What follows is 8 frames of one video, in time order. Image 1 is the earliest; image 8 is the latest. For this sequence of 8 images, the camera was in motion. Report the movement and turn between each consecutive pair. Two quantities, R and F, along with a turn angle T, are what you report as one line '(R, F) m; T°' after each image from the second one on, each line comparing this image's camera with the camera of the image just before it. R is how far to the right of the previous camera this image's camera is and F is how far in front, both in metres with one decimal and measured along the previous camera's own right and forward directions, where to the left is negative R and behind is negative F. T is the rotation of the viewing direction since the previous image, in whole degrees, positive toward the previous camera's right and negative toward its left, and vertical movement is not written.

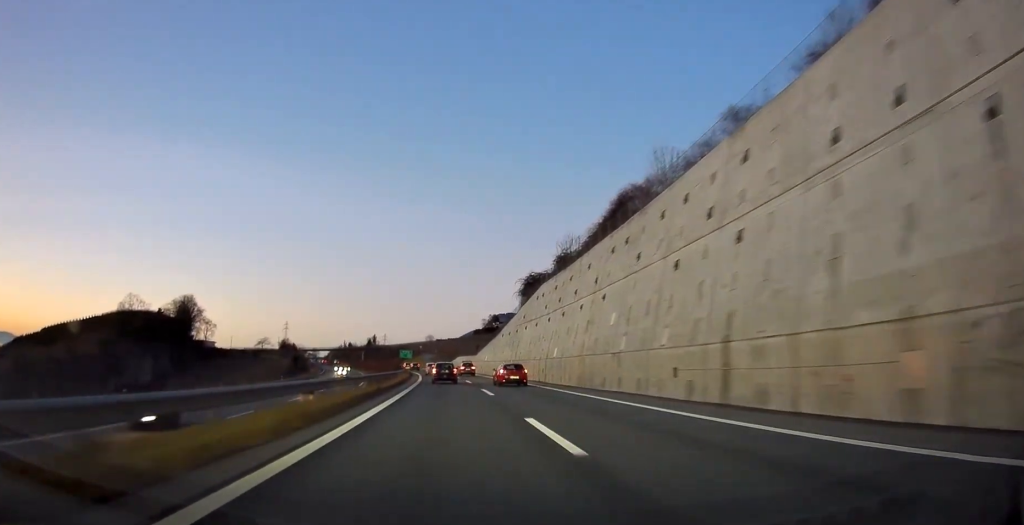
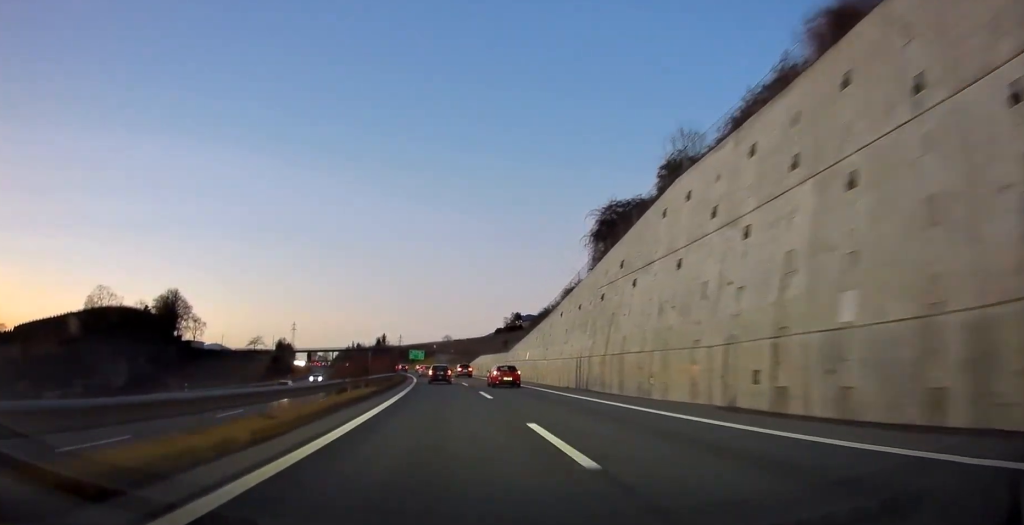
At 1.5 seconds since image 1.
(-0.6, +36.6) m; -2°
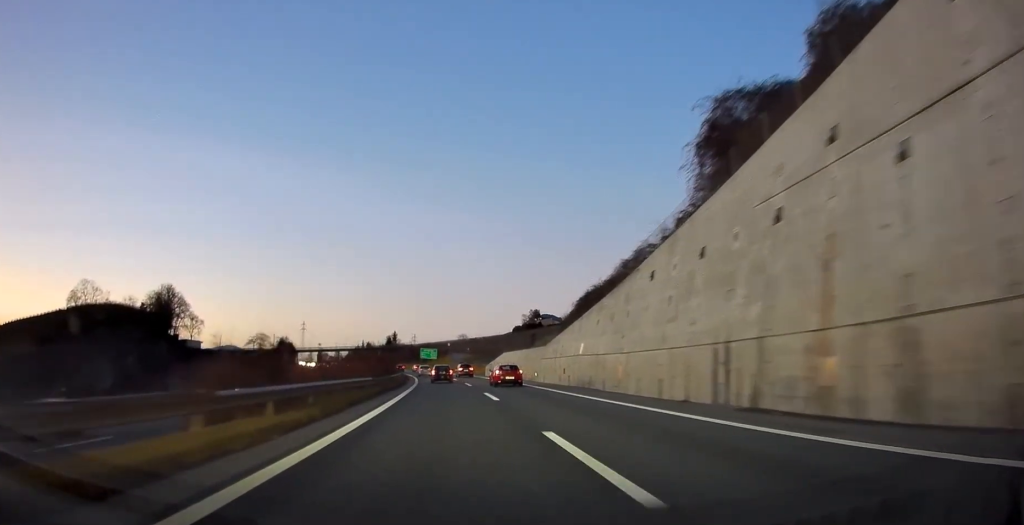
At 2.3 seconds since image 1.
(-0.1, +20.3) m; -1°
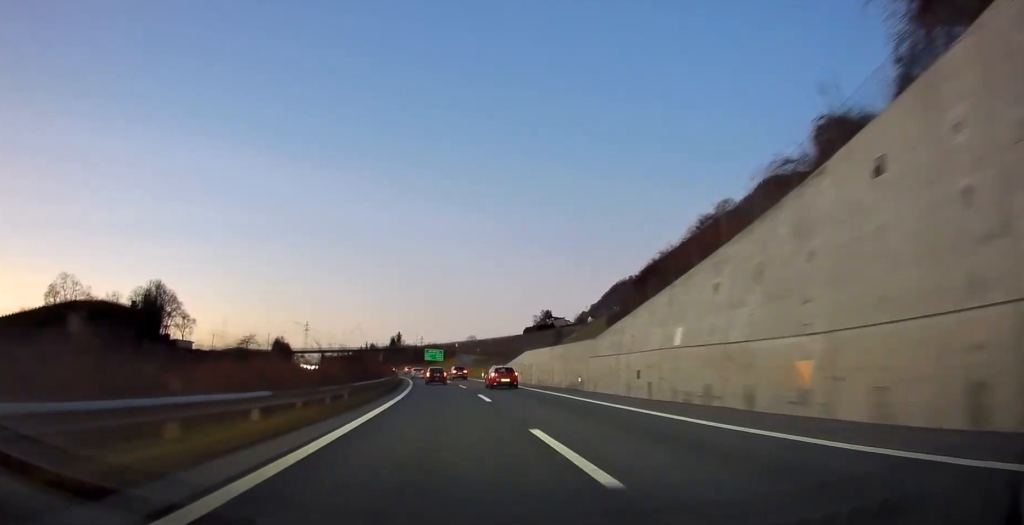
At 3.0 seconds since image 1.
(-0.2, +17.1) m; -1°
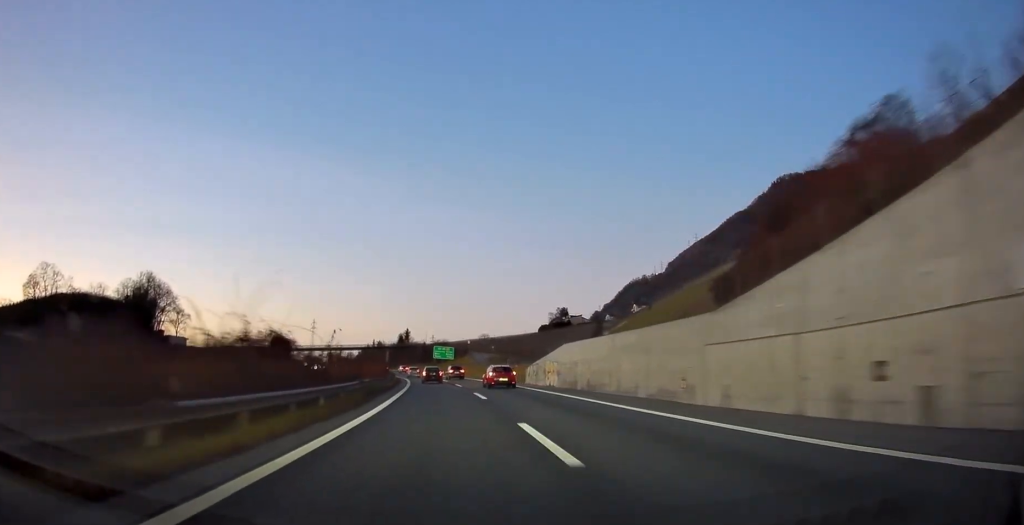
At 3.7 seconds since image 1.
(-0.2, +15.6) m; -1°
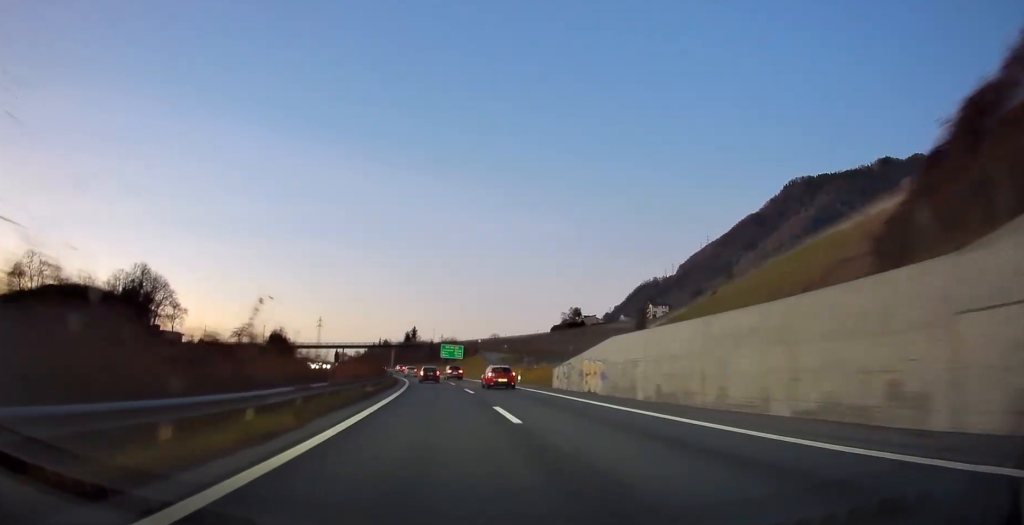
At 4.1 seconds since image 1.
(-0.1, +11.5) m; -1°
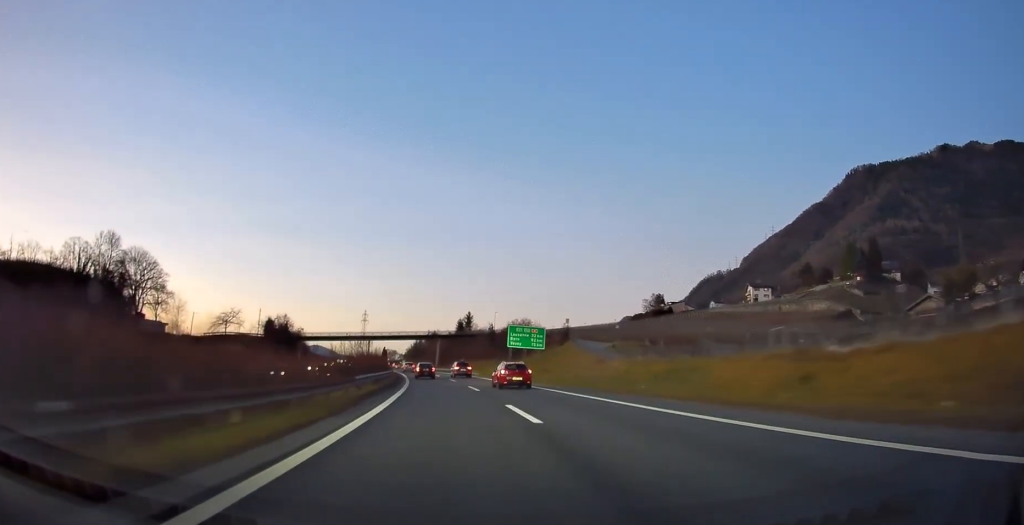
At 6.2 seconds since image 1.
(-1.6, +52.6) m; -4°
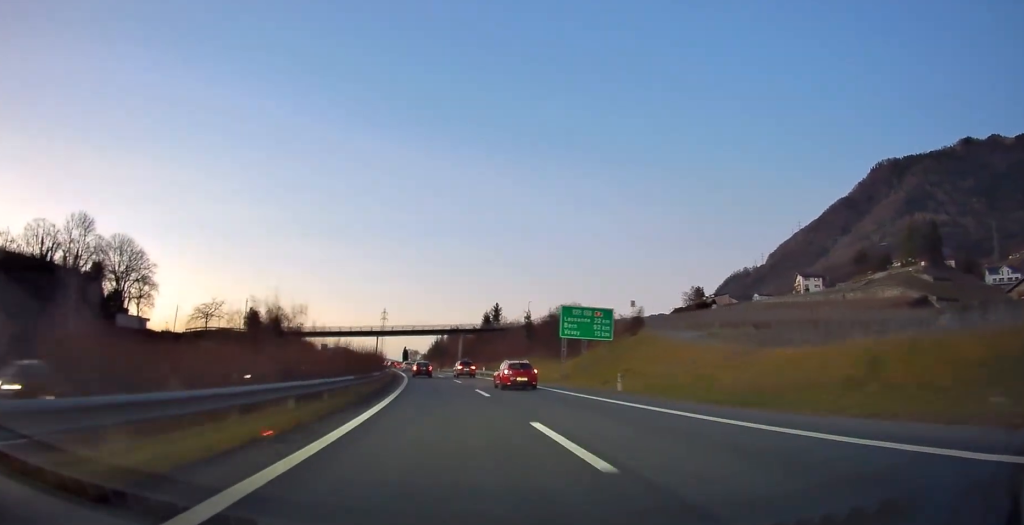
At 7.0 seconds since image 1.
(-0.5, +23.4) m; -2°
